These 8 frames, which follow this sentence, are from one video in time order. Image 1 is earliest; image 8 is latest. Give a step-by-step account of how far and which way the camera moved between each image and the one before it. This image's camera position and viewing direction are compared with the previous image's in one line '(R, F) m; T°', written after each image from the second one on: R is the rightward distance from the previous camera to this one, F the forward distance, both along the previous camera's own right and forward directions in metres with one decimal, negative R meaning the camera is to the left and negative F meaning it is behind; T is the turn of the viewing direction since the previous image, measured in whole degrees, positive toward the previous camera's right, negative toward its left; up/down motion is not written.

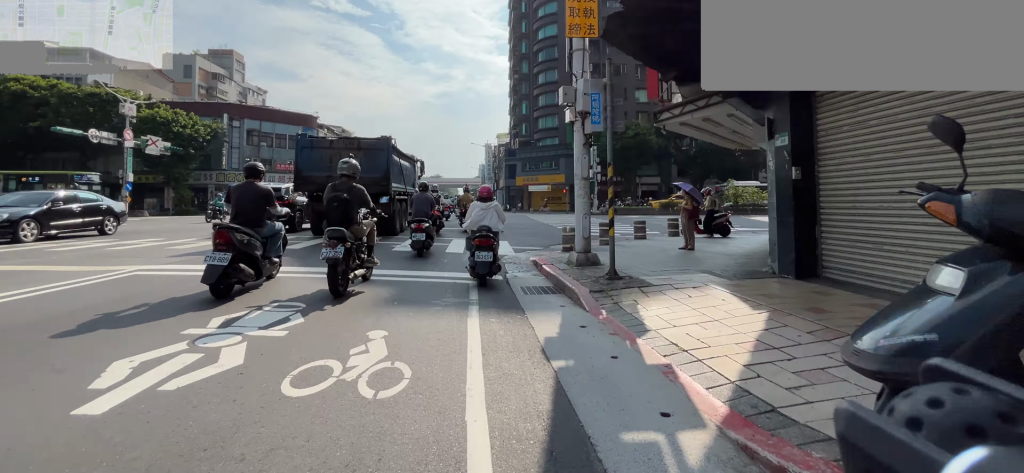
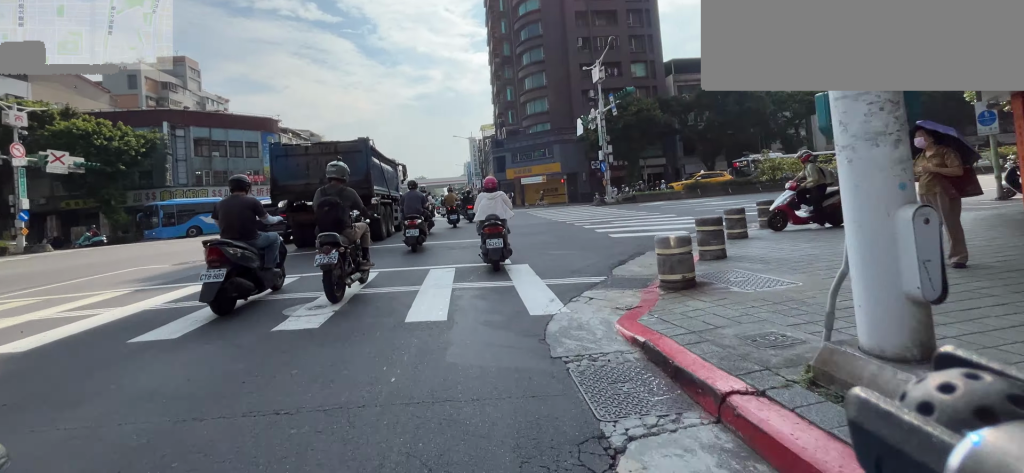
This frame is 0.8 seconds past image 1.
(0.0, +6.5) m; +2°
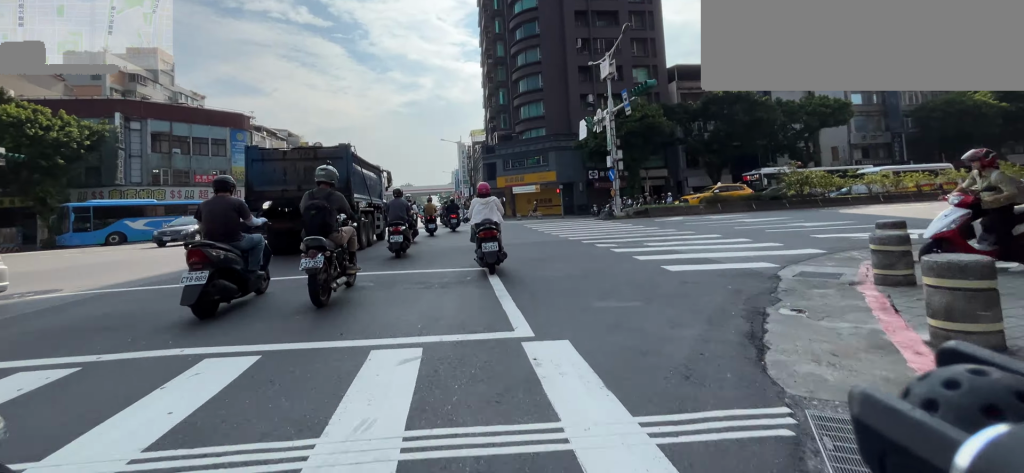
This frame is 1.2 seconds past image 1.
(+0.2, +3.9) m; +1°
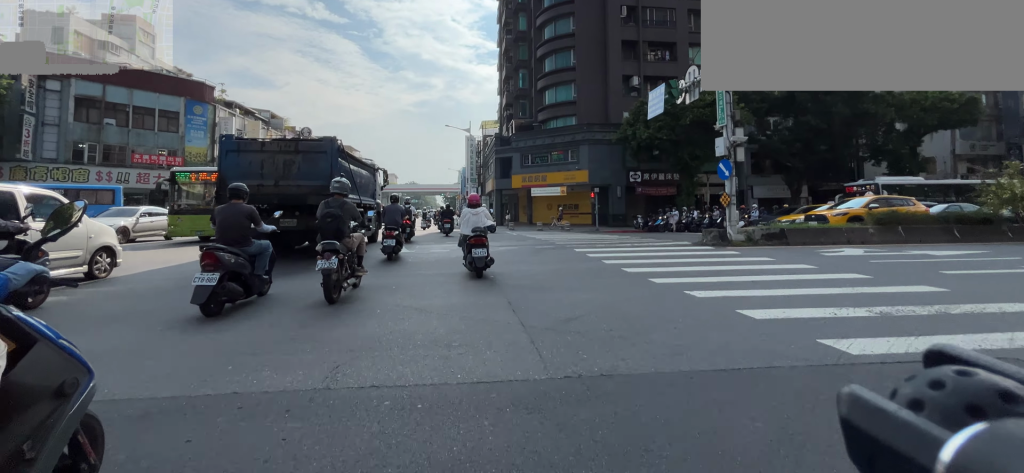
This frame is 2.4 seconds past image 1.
(+0.2, +9.9) m; 0°
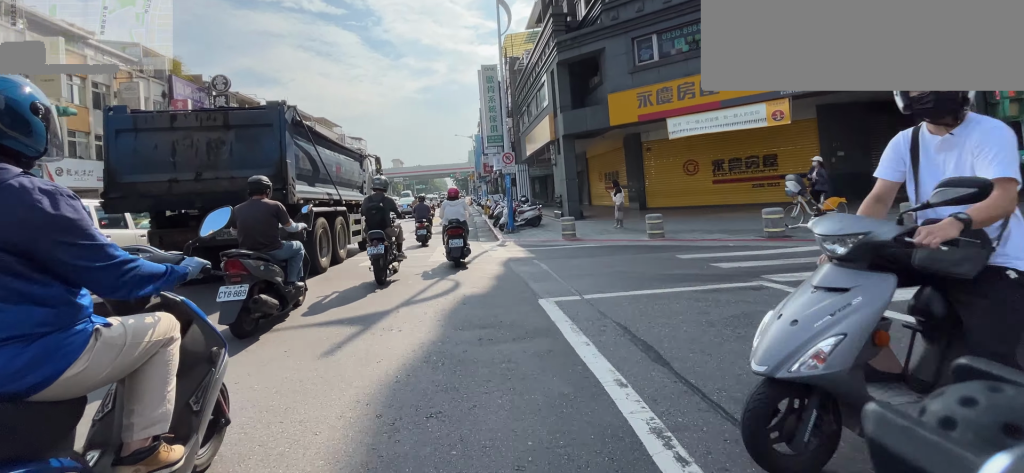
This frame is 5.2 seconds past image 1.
(-0.6, +24.8) m; -1°
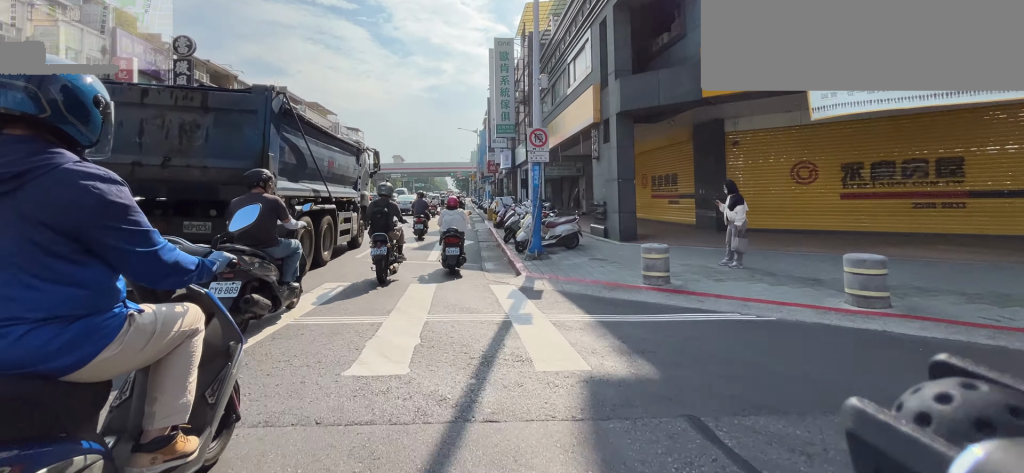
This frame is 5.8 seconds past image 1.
(0.0, +6.3) m; 0°
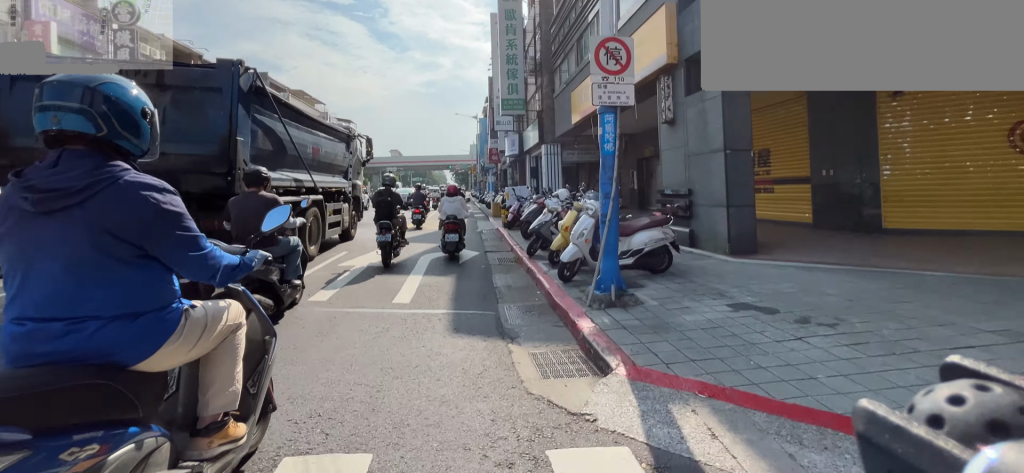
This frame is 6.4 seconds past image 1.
(0.0, +5.1) m; 0°
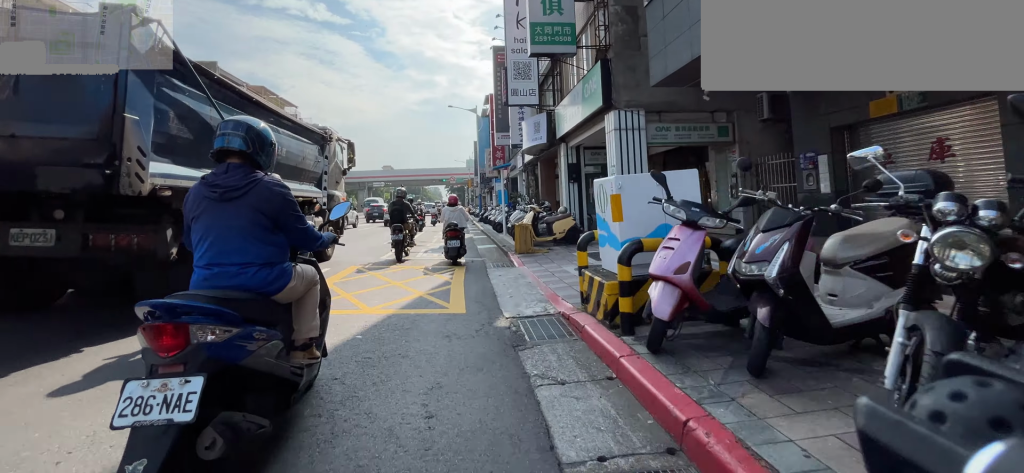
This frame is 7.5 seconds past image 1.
(0.0, +11.0) m; 0°
